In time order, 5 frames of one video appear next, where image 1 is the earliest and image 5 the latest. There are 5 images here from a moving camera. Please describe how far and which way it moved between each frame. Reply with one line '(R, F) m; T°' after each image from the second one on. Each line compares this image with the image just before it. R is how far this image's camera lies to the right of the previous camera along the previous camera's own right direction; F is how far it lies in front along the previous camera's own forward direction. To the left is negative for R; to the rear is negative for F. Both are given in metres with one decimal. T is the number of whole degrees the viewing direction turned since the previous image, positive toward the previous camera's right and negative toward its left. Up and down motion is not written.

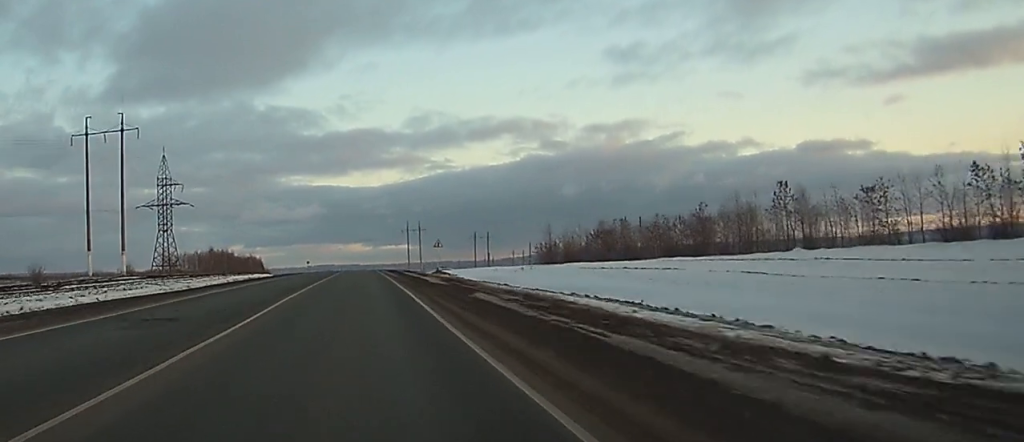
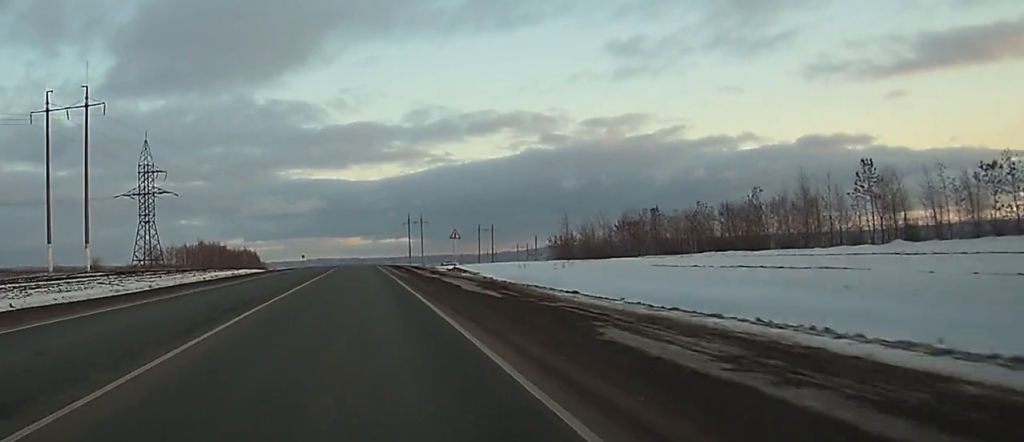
(-0.1, +15.2) m; 0°
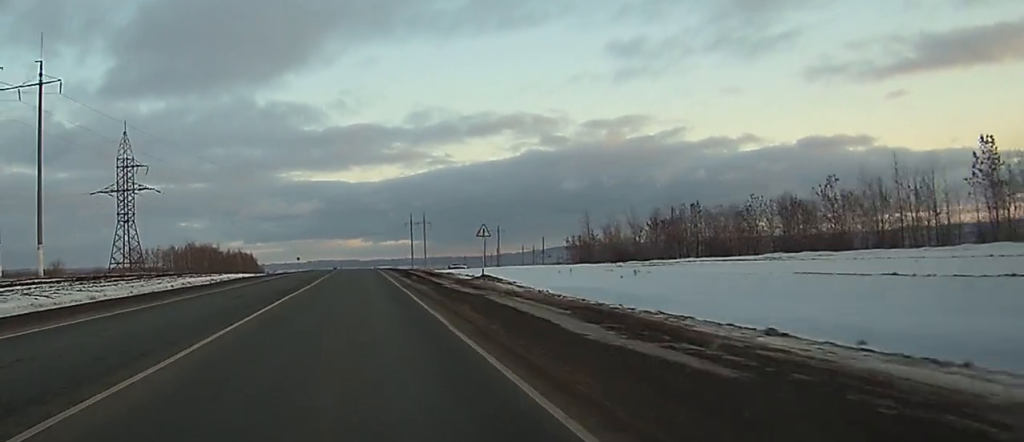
(0.0, +15.2) m; 0°
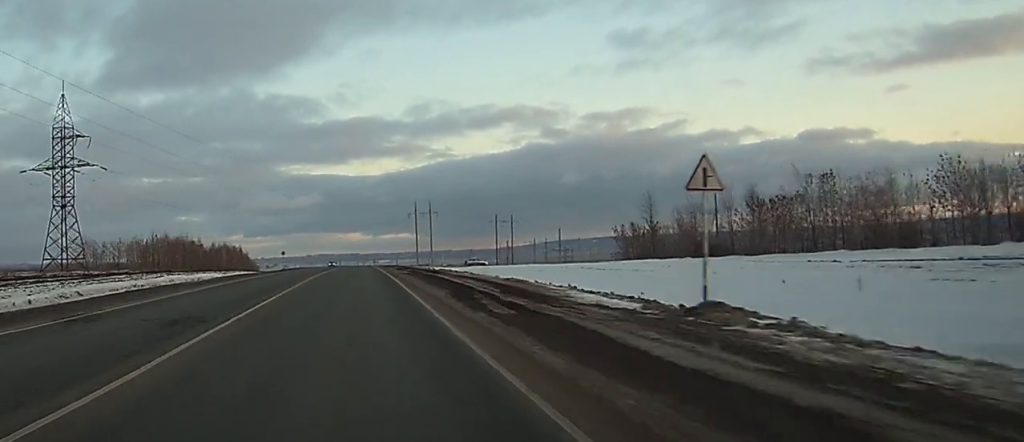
(0.0, +32.5) m; 0°
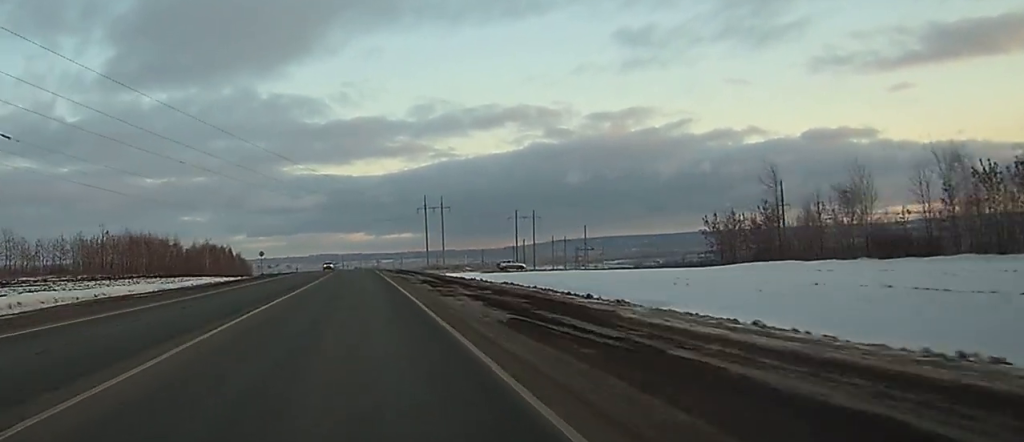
(0.0, +35.4) m; 0°
